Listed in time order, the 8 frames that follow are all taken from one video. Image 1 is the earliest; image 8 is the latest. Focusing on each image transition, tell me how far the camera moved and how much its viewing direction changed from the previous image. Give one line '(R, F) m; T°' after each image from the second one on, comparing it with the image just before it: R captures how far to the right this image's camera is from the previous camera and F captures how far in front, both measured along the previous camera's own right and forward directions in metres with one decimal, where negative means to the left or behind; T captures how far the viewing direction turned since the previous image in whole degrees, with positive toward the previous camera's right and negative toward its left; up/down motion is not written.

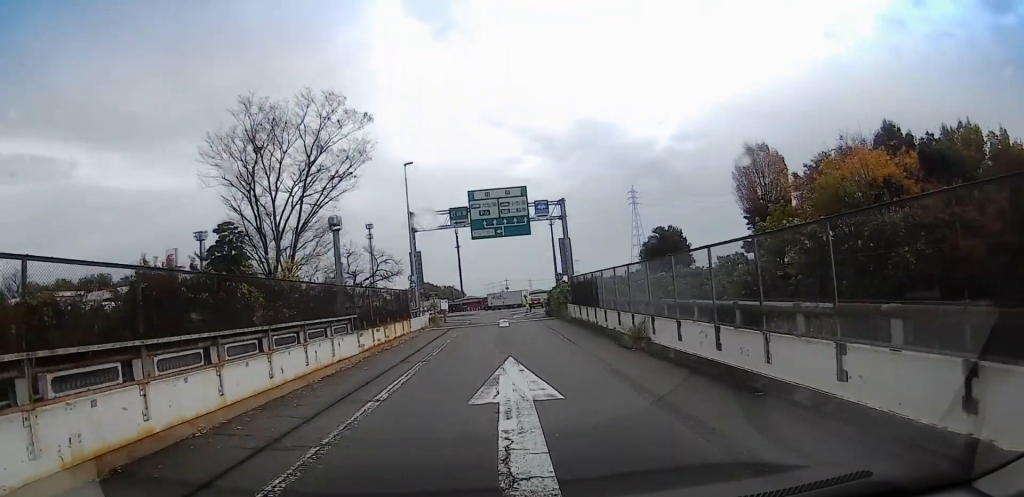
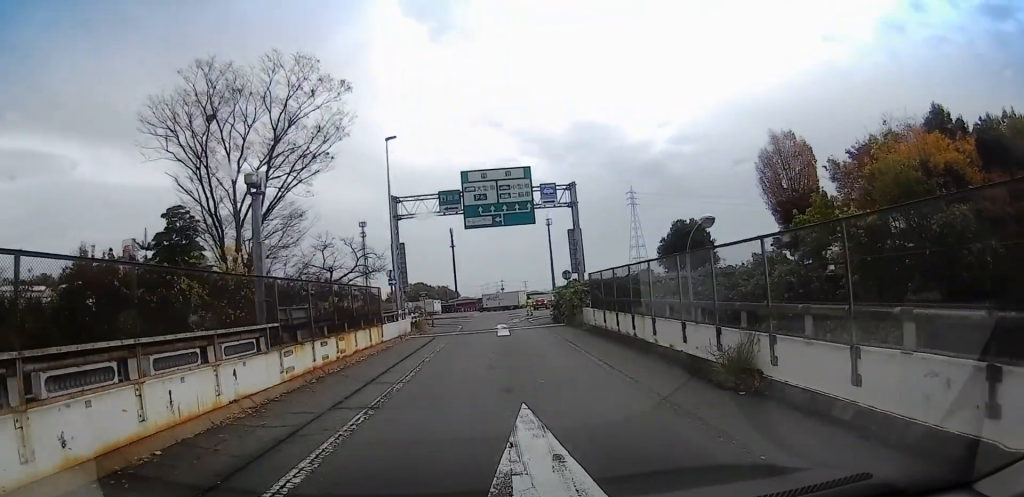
(+0.1, +6.1) m; -5°
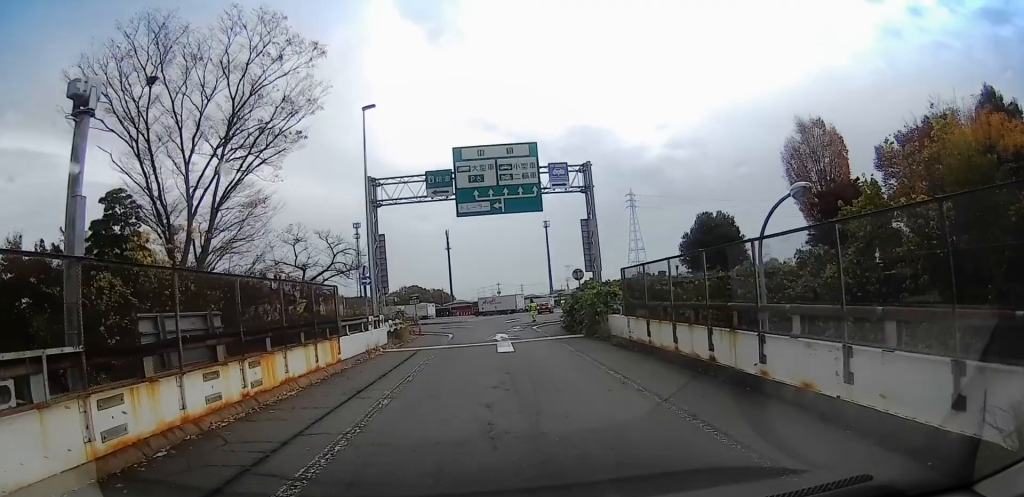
(-0.3, +6.1) m; -3°
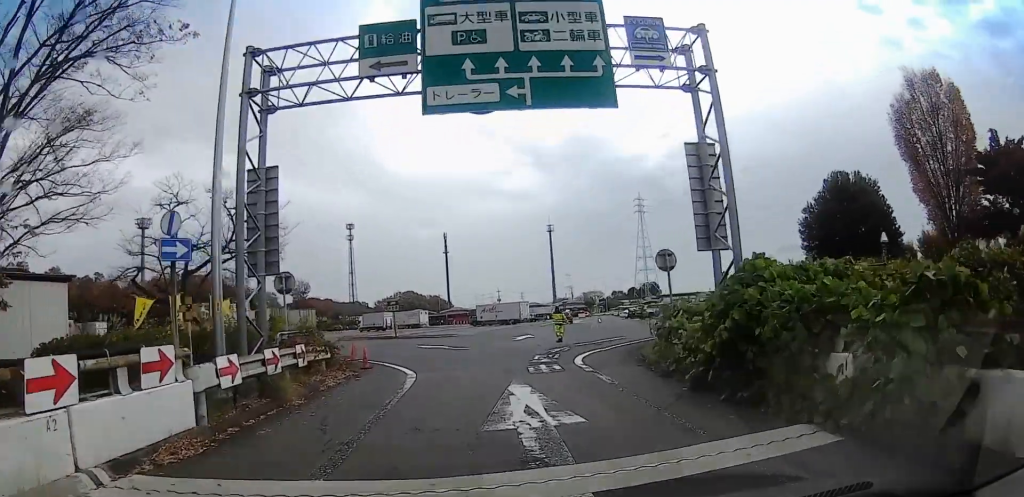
(+0.2, +16.1) m; +8°
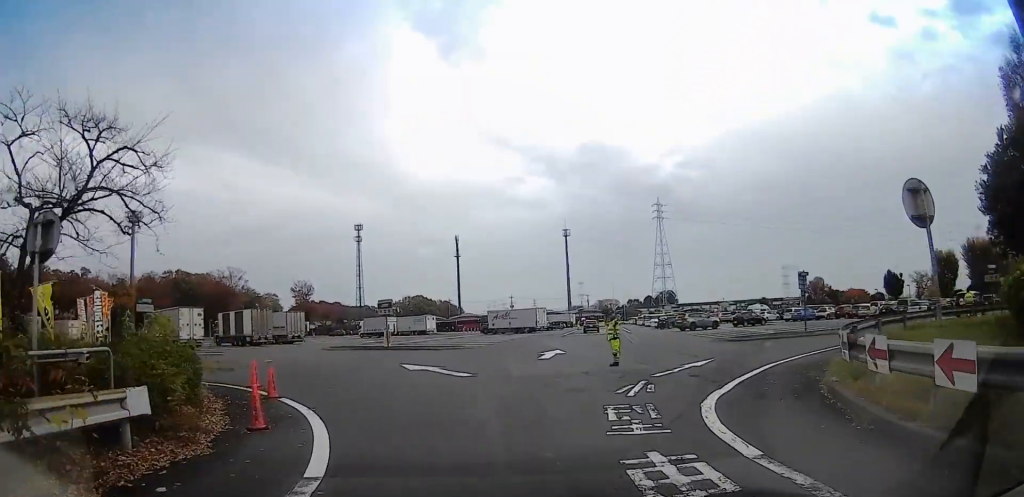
(+0.3, +10.6) m; +2°
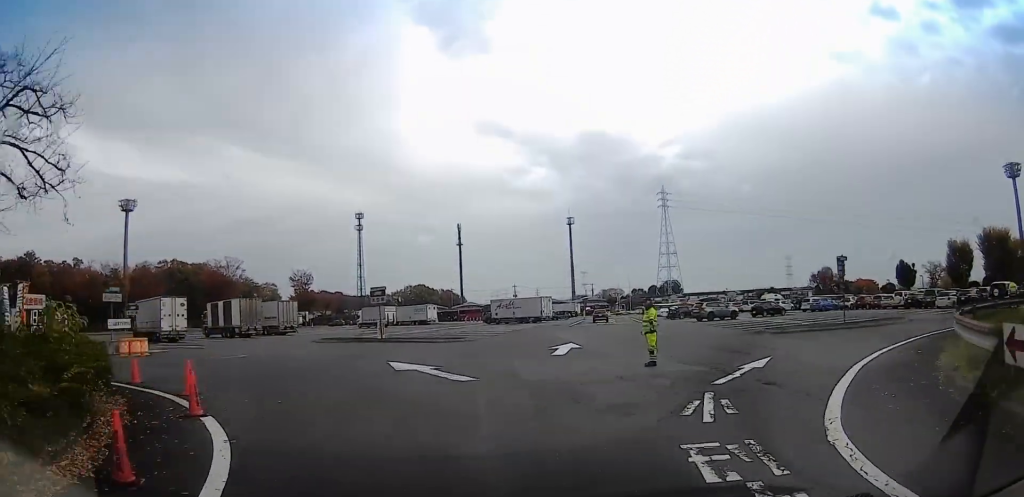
(0.0, +4.0) m; 0°
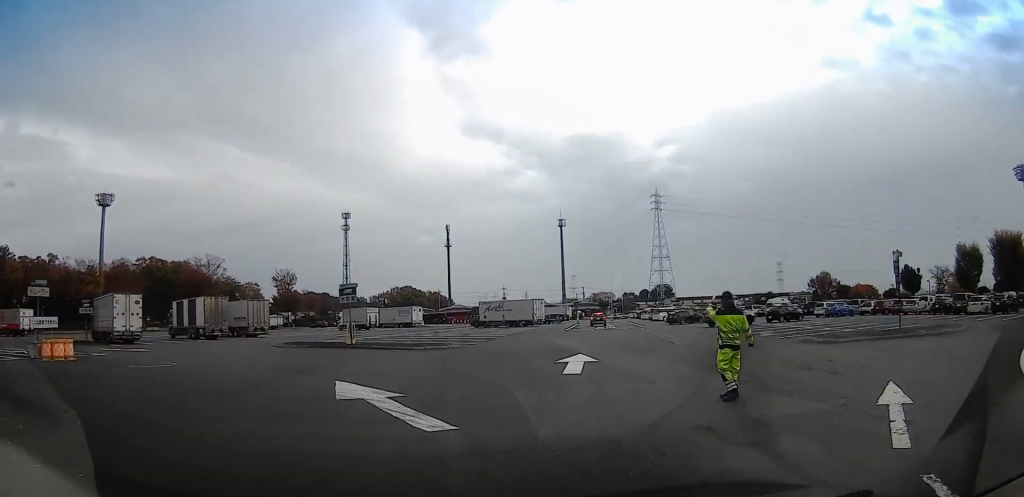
(0.0, +5.9) m; 0°
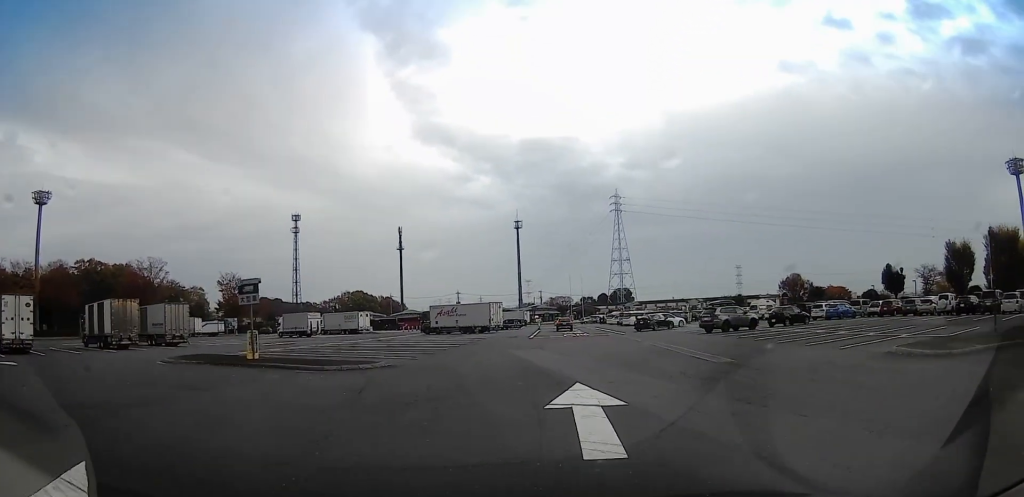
(0.0, +9.2) m; 0°
